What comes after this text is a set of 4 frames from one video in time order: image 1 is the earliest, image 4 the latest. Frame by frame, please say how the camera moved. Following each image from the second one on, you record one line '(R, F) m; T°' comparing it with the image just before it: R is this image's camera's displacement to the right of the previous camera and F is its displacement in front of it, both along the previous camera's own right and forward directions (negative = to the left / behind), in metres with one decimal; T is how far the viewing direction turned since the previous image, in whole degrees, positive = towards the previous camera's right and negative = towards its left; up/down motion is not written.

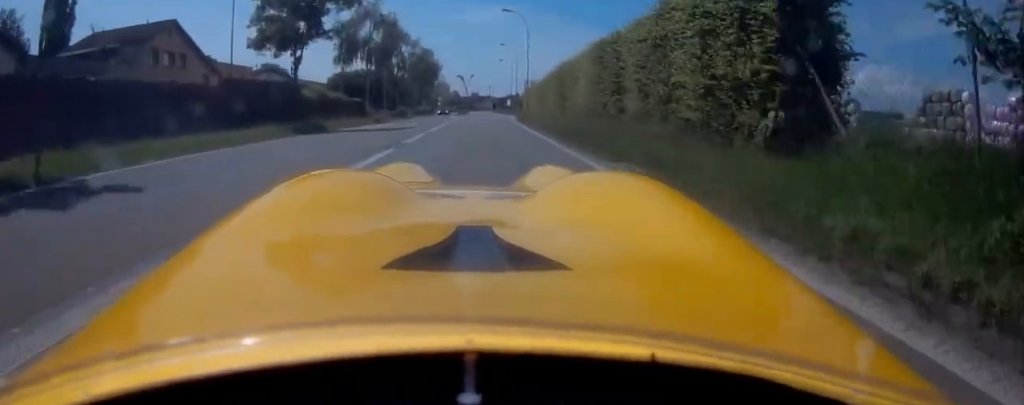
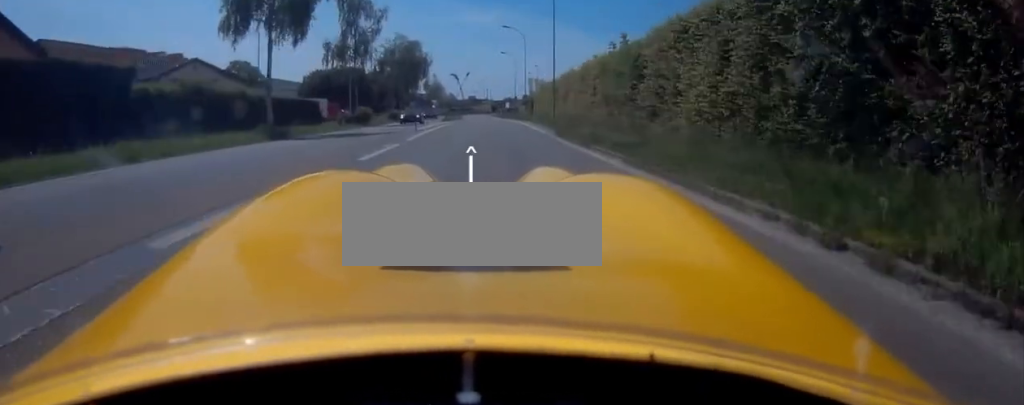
(0.0, +21.6) m; 0°
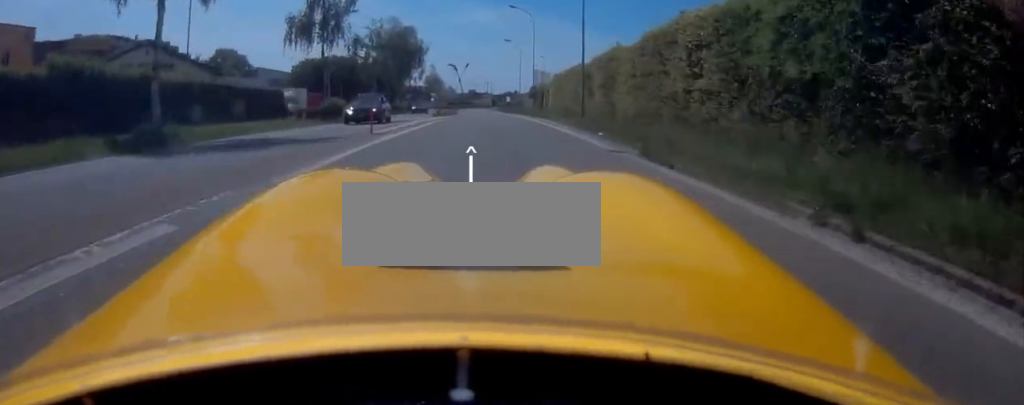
(0.0, +9.8) m; -1°
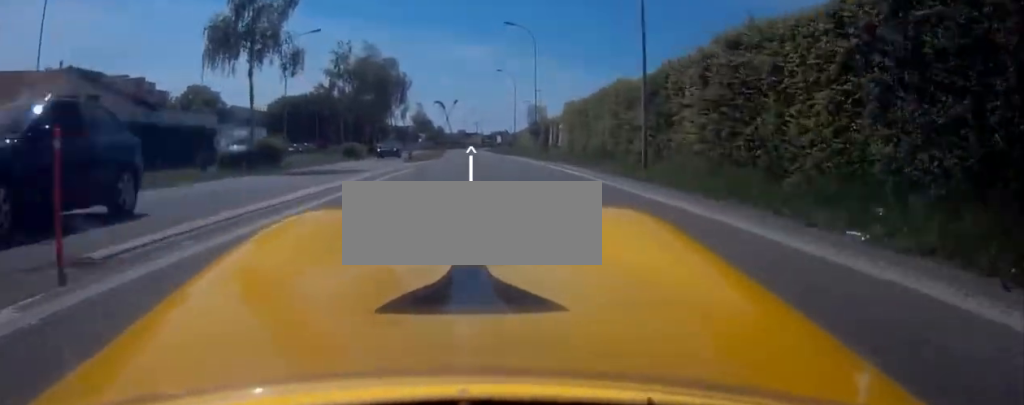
(+0.1, +10.9) m; -1°
